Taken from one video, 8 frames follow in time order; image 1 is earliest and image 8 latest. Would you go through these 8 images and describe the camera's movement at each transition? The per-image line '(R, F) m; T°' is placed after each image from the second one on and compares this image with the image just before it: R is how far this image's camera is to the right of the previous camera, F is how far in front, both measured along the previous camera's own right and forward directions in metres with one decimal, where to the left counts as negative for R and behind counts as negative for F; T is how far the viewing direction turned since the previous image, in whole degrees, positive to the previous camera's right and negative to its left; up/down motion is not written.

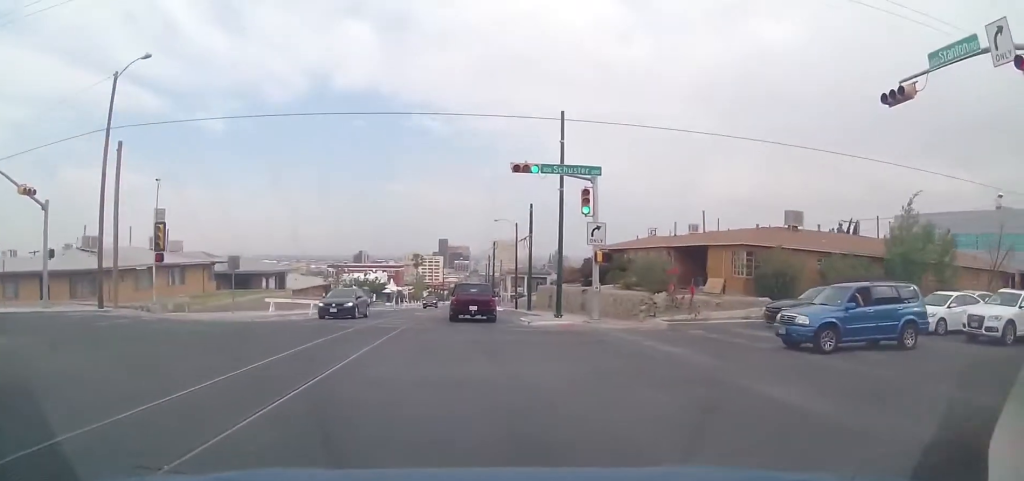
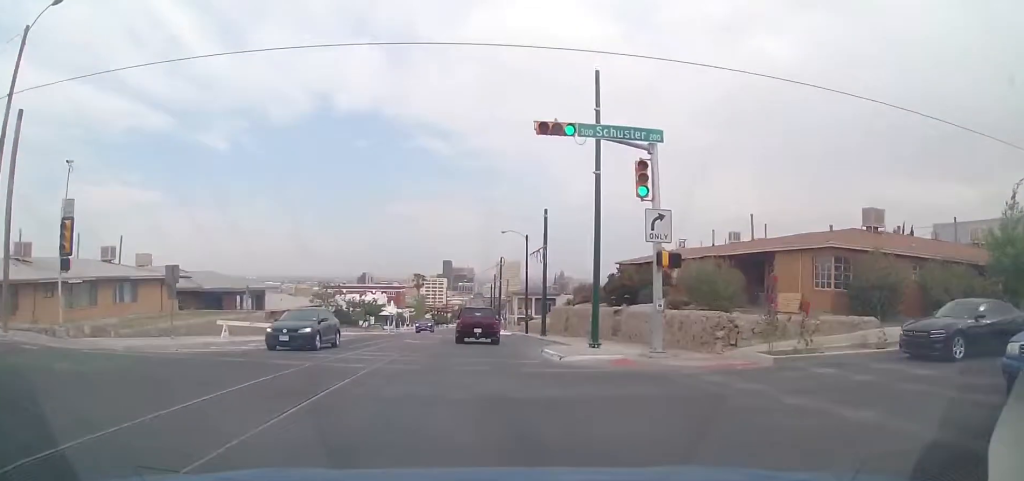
(0.0, +7.9) m; 0°
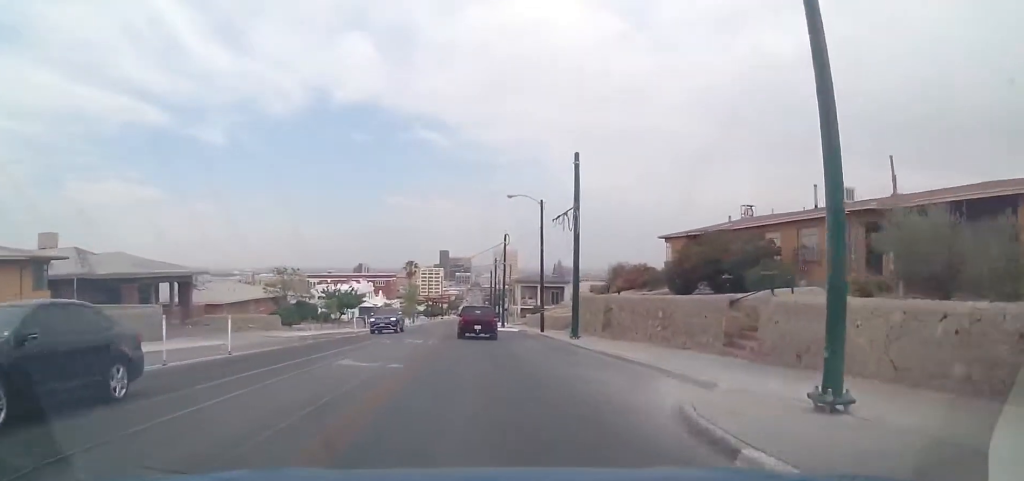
(0.0, +14.8) m; 0°
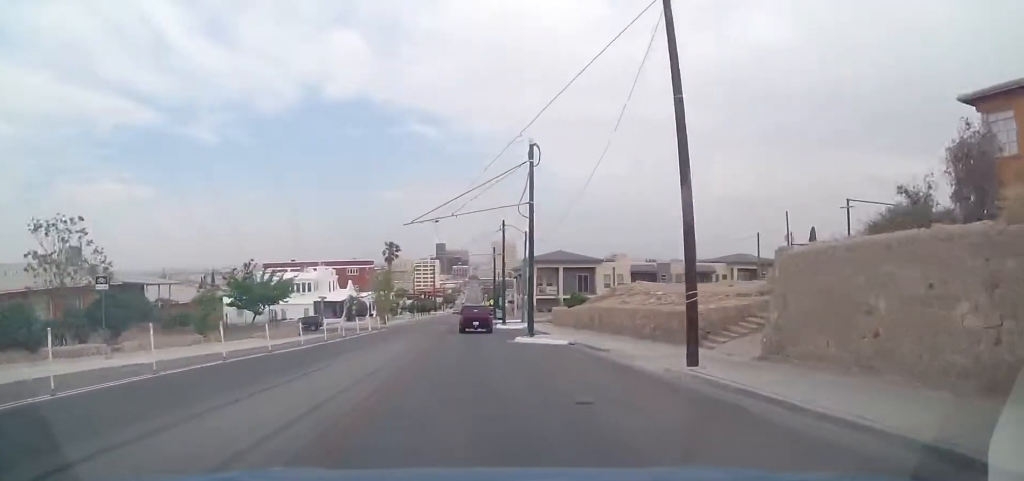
(+0.6, +30.2) m; +1°
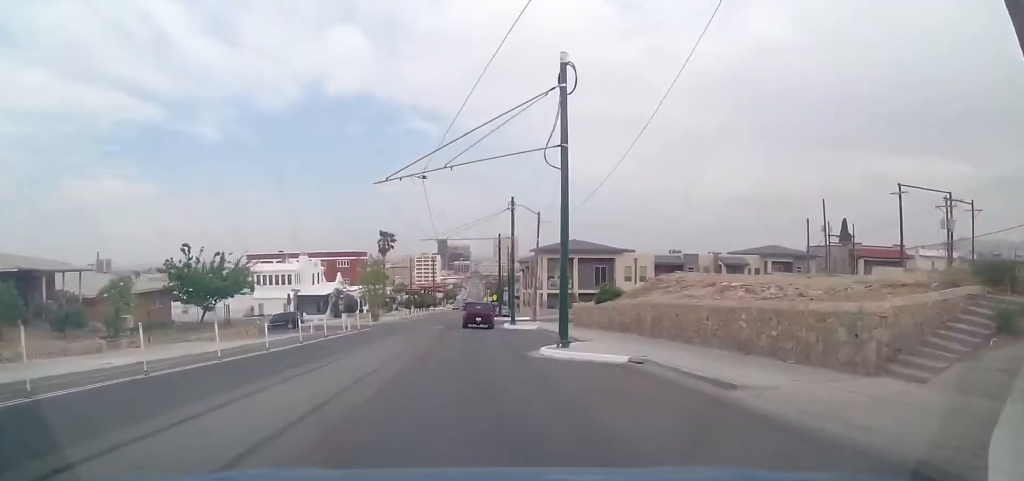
(-0.1, +9.7) m; 0°
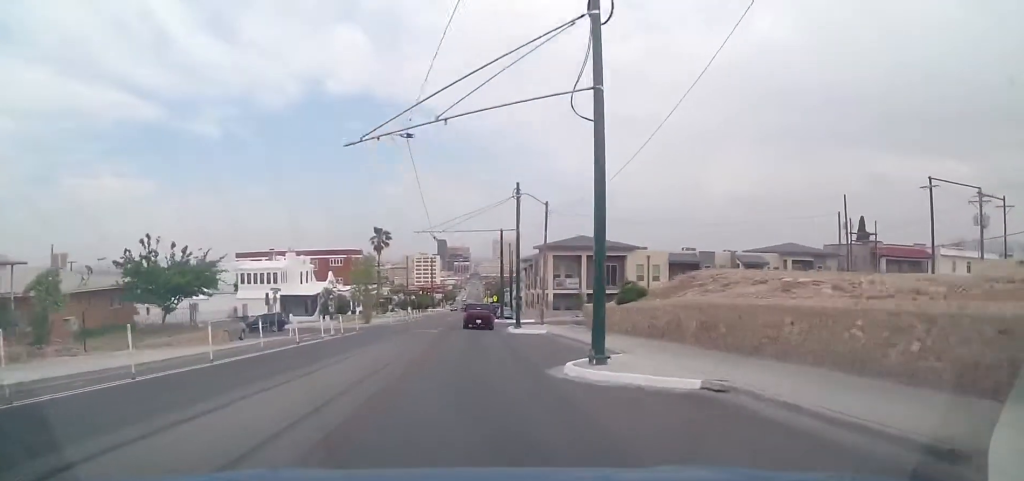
(+0.1, +5.2) m; 0°
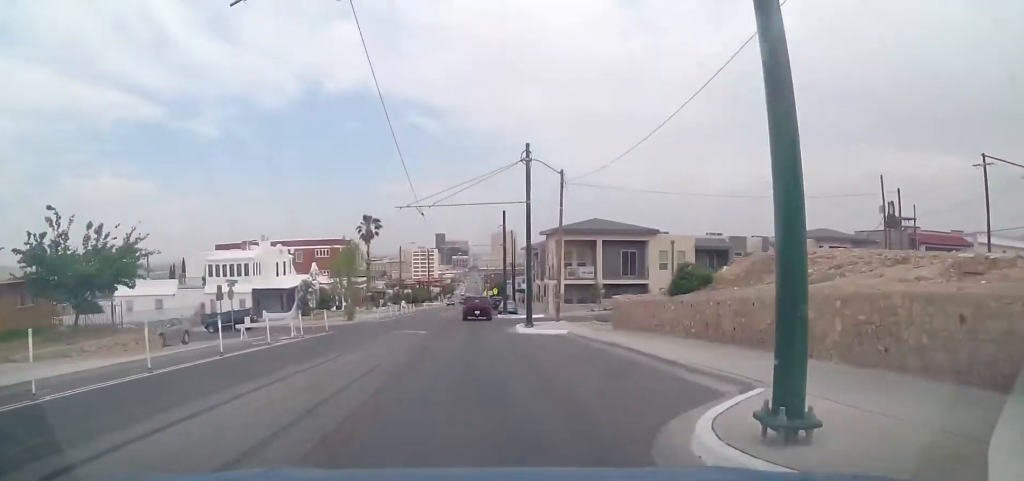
(0.0, +8.3) m; 0°
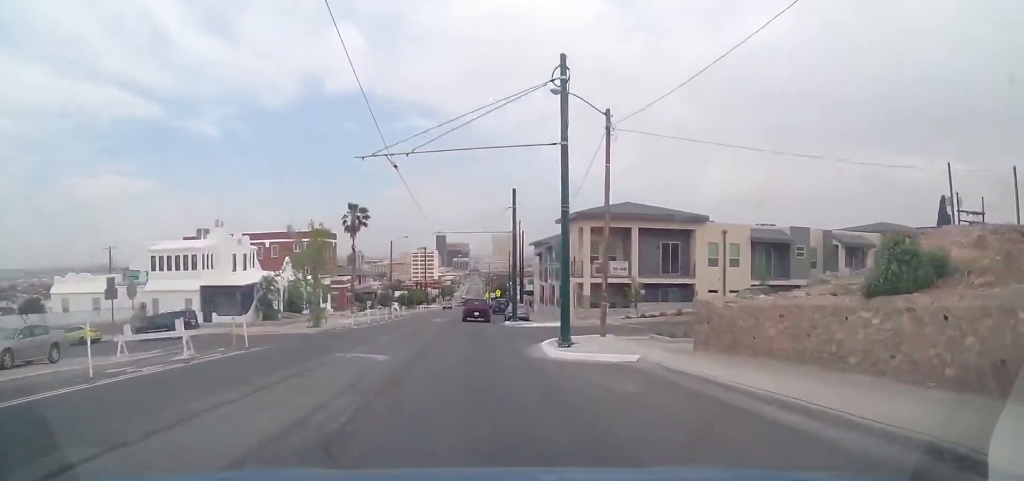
(-0.1, +11.6) m; +1°
